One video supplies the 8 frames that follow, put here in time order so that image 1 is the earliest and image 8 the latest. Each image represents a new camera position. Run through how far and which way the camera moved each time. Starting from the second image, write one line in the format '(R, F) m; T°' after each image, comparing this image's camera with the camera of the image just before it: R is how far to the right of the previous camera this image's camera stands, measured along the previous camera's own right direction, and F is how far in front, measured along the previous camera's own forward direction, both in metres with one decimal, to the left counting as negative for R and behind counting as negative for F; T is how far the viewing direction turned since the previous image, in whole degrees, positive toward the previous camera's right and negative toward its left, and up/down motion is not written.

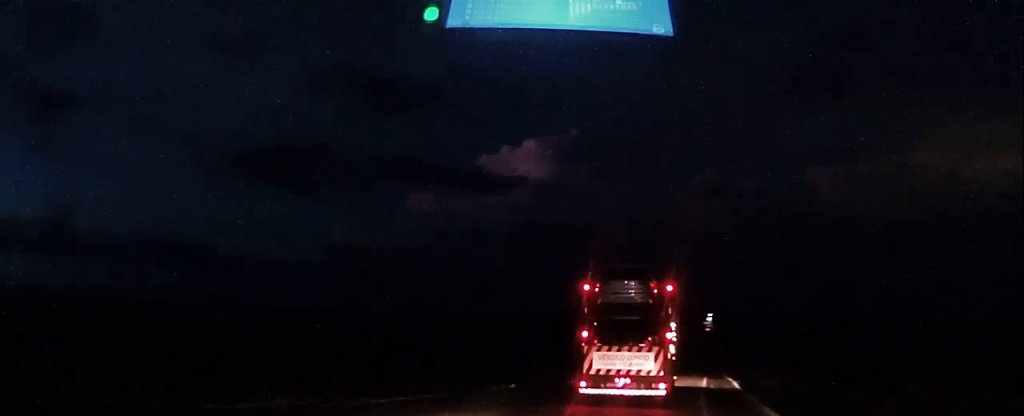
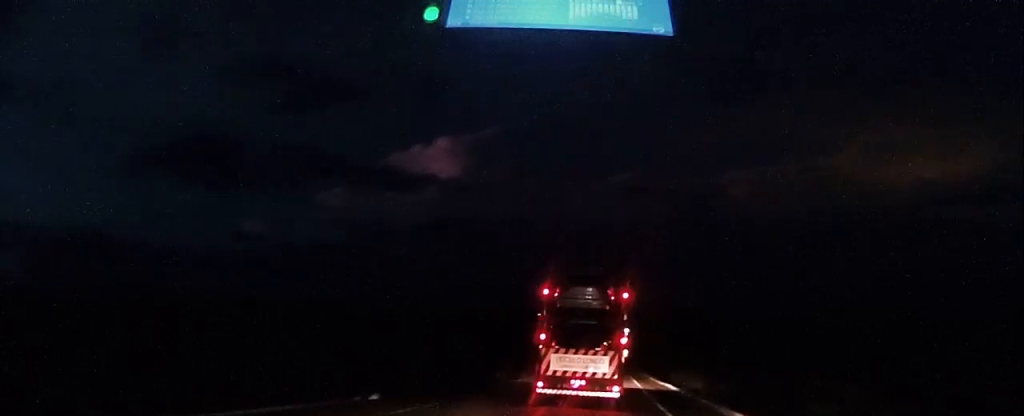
(+0.2, +11.4) m; +6°
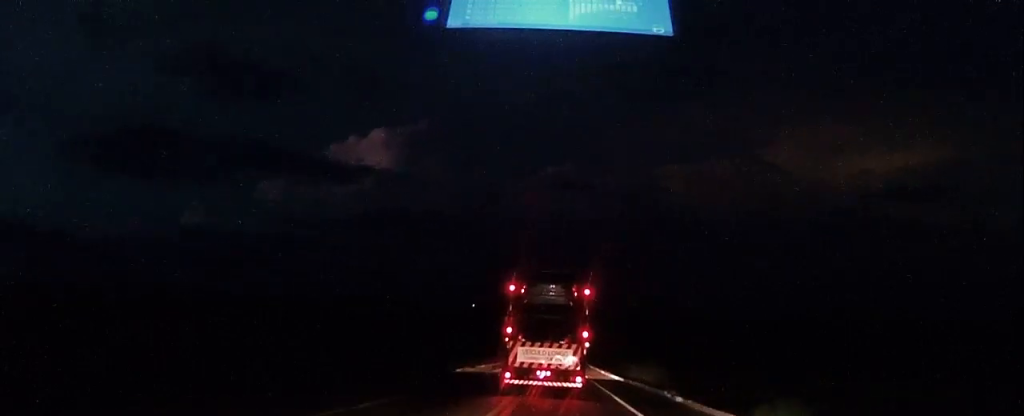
(+1.5, +15.7) m; +10°
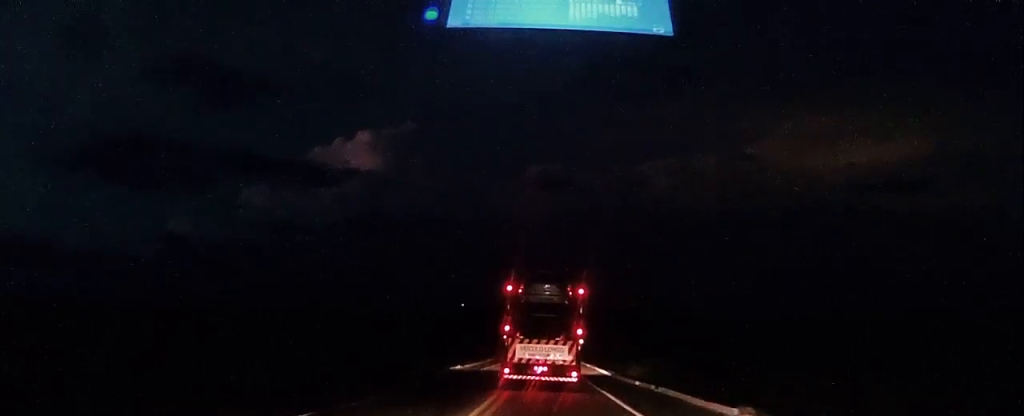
(+0.6, +11.8) m; +4°
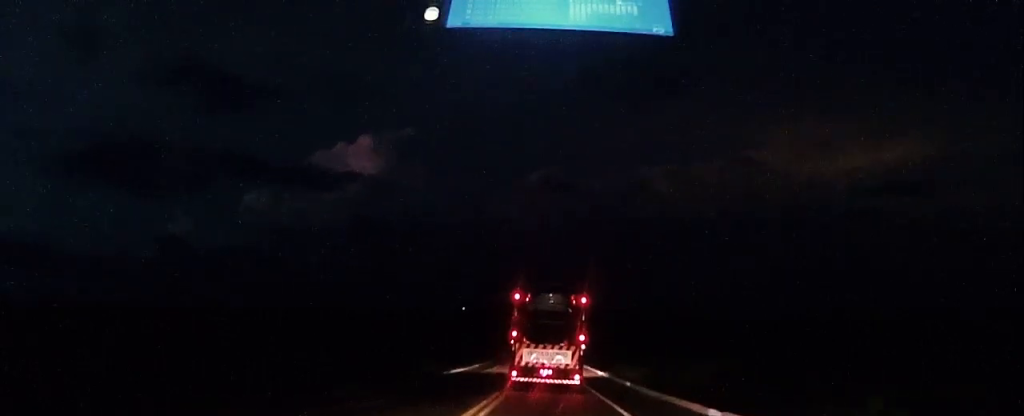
(+0.5, +15.2) m; +4°
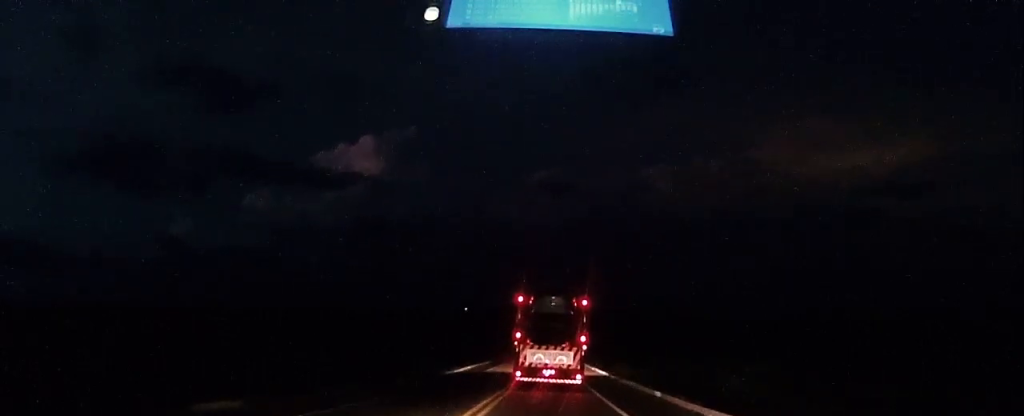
(+0.2, +9.1) m; +1°
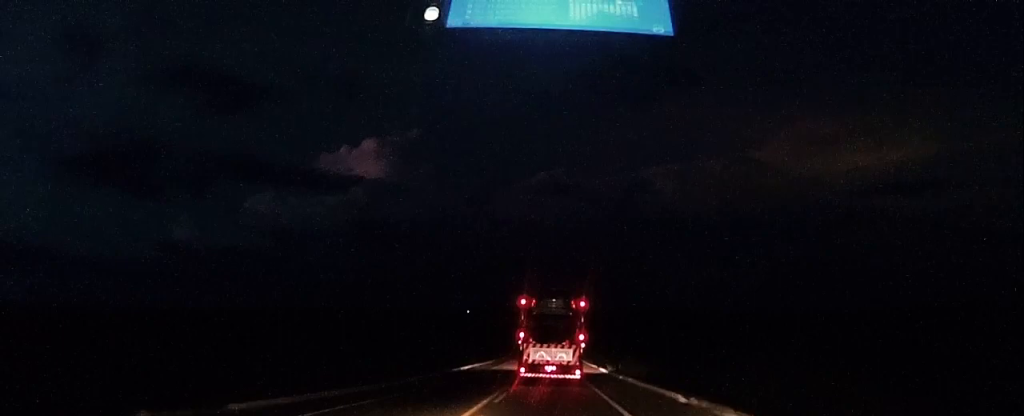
(-0.3, +23.1) m; -1°
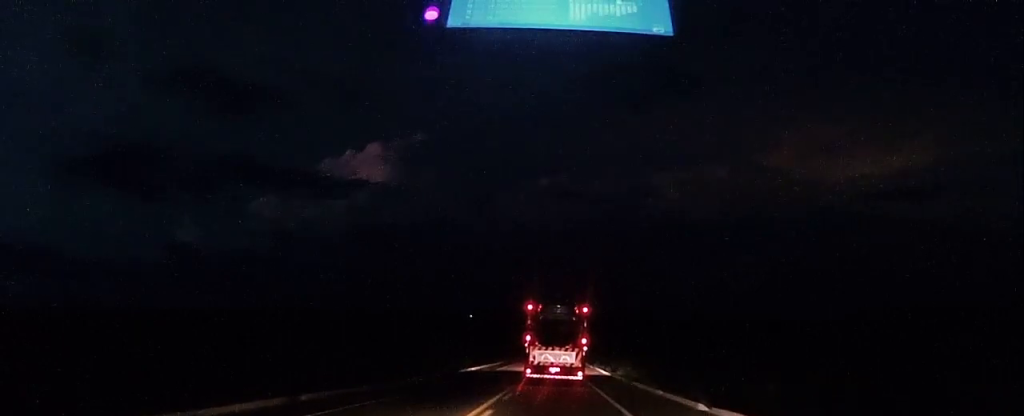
(+0.4, +21.6) m; +1°
